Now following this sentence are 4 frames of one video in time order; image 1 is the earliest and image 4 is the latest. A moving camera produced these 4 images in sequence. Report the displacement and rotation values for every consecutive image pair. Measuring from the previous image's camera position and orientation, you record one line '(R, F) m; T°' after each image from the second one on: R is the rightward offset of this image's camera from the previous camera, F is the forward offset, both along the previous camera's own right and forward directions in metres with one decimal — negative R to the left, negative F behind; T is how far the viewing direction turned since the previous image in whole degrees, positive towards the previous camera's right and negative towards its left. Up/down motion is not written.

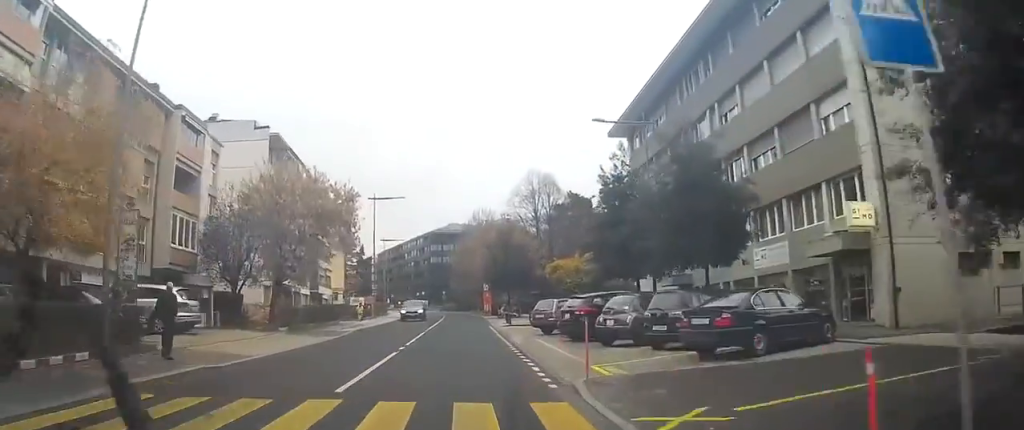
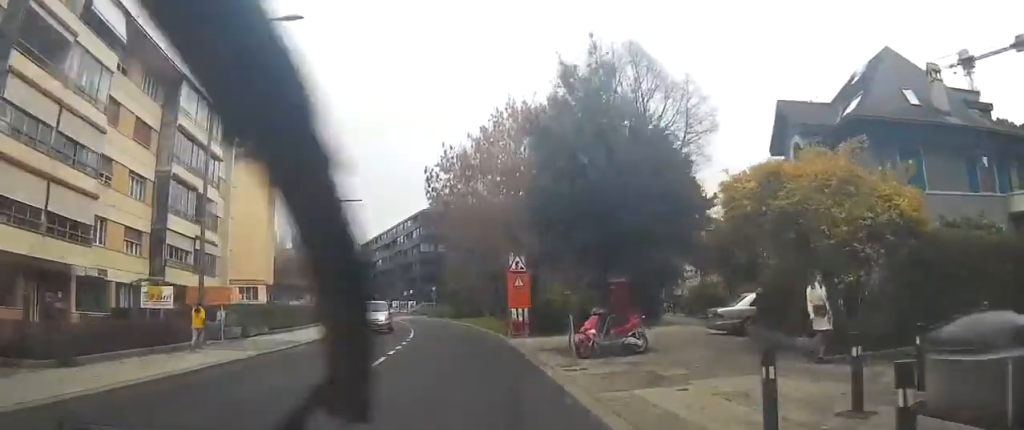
(+0.3, +37.0) m; -2°
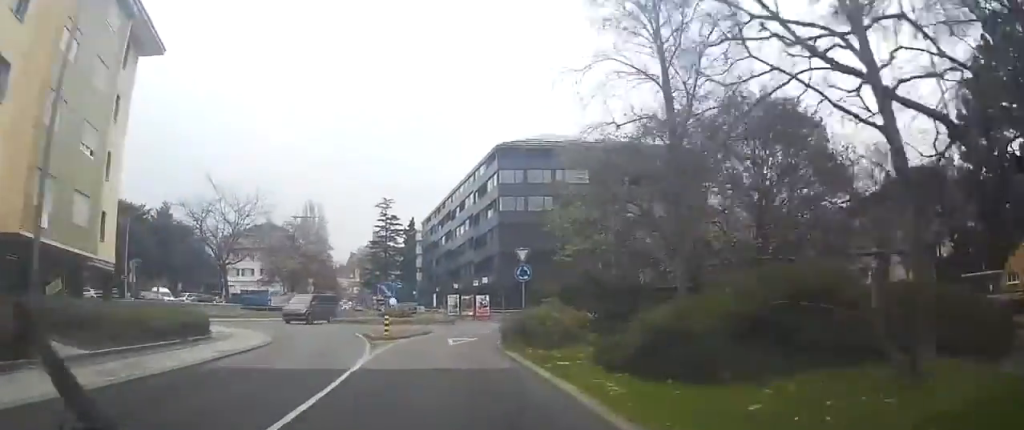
(-1.6, +45.2) m; -5°
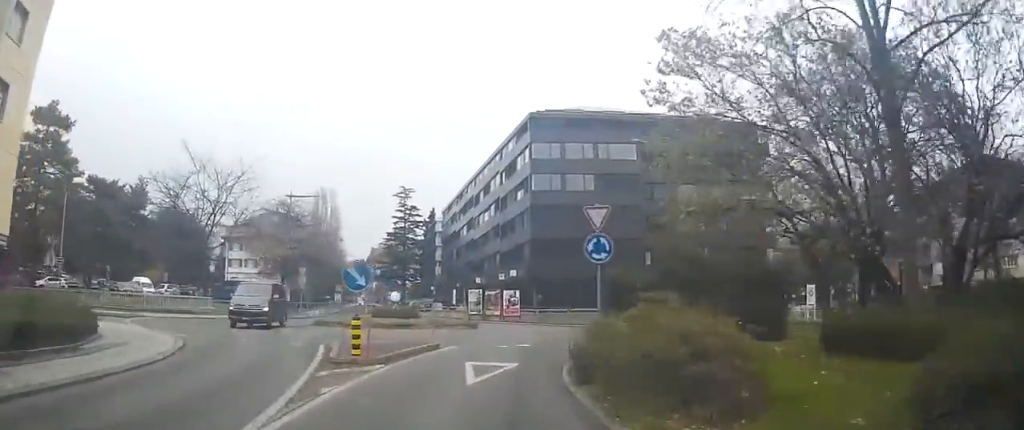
(-0.2, +10.1) m; -1°
